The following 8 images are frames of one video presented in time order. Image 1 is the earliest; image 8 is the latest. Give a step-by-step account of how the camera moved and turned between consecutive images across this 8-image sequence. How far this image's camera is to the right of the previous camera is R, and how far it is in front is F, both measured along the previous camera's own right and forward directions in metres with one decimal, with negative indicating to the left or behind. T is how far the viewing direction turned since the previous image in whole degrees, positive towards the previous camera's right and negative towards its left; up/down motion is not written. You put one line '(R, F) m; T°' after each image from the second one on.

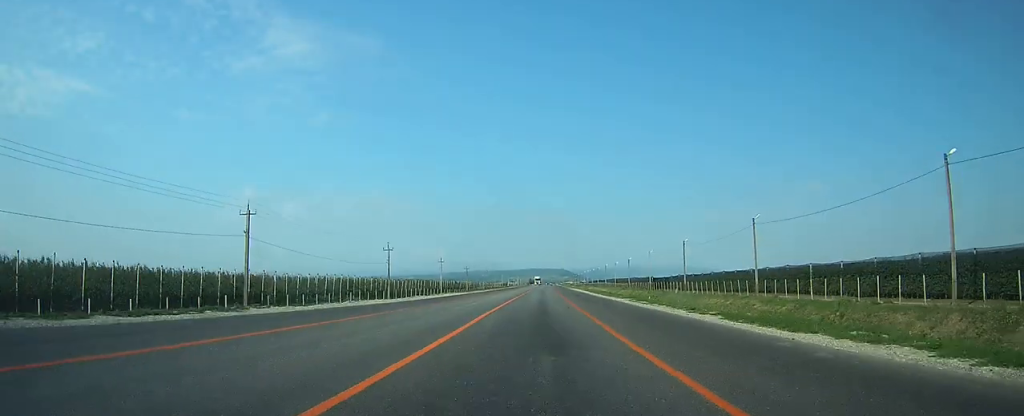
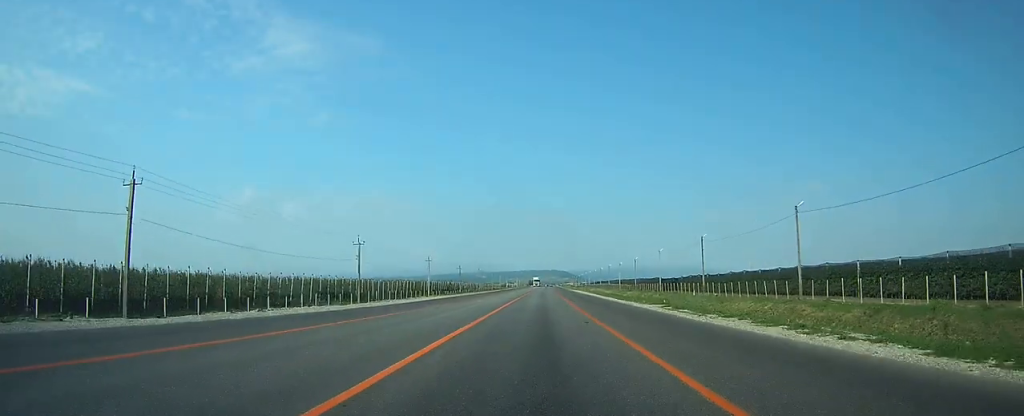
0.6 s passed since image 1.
(0.0, +12.0) m; 0°
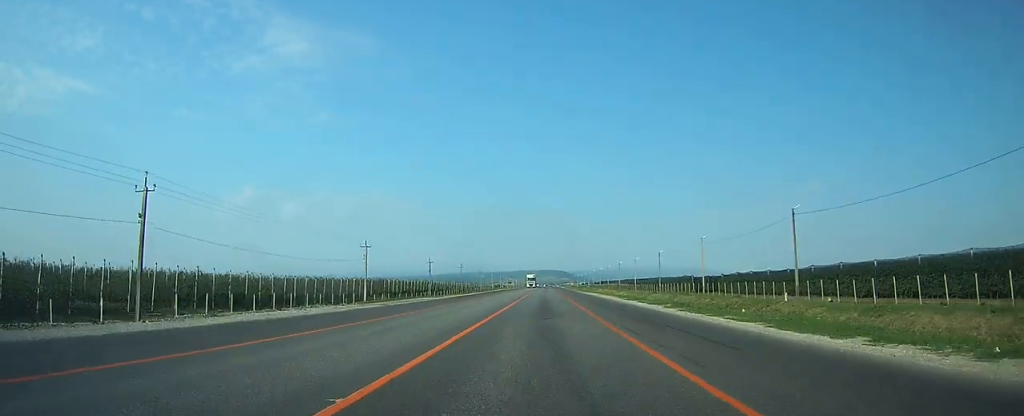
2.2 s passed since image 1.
(0.0, +34.8) m; 0°
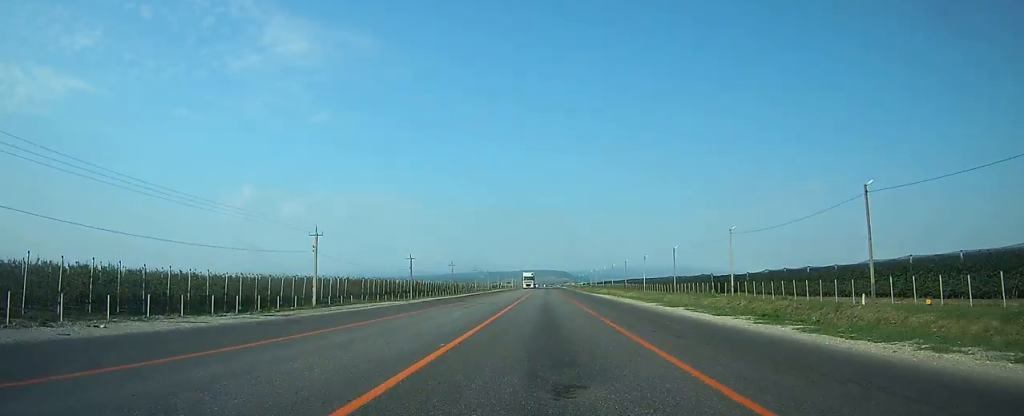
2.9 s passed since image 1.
(0.0, +14.3) m; 0°
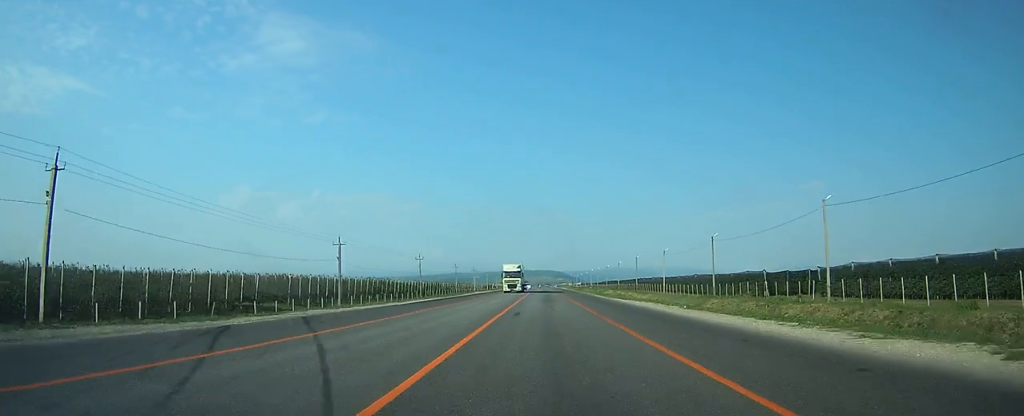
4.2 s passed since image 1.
(0.0, +28.6) m; 0°
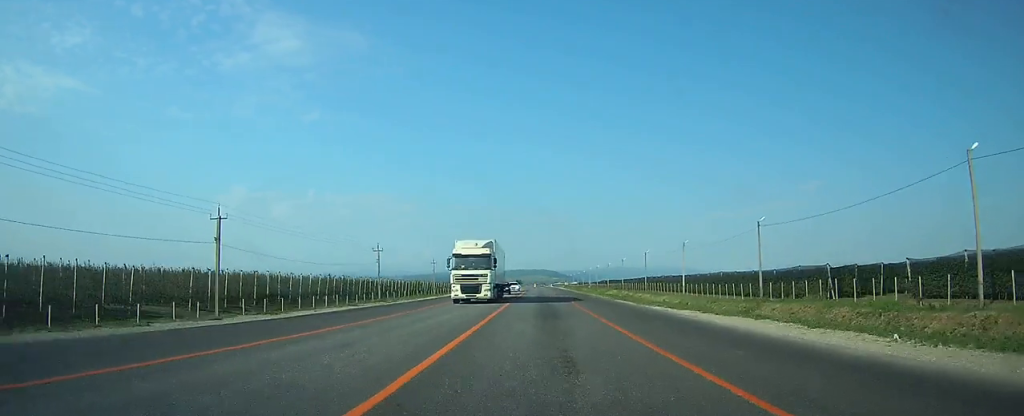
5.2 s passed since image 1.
(+0.1, +20.8) m; 0°
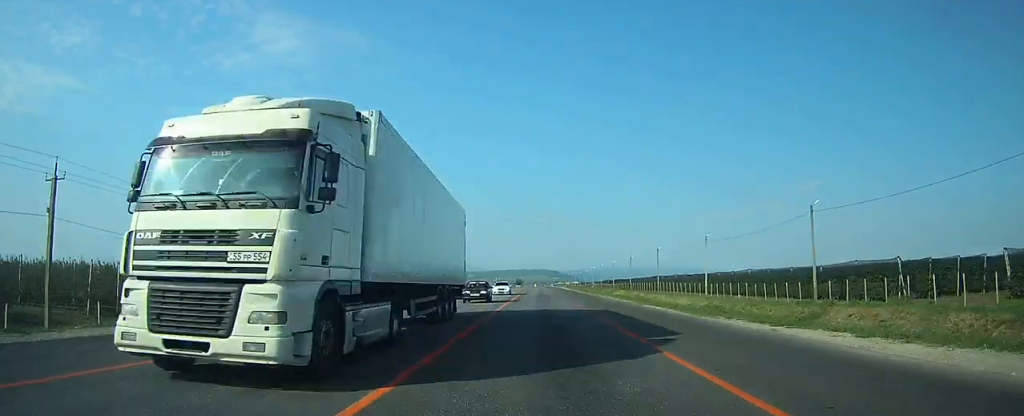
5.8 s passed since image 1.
(0.0, +13.6) m; 0°
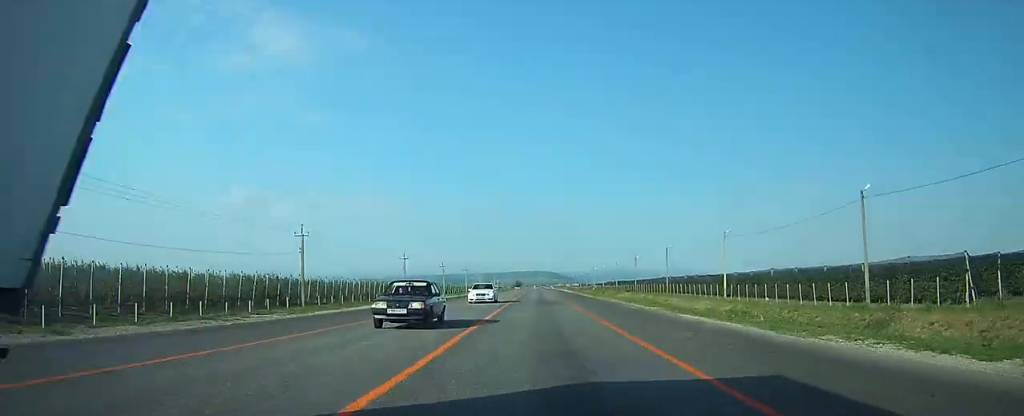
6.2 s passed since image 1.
(0.0, +9.4) m; 0°
